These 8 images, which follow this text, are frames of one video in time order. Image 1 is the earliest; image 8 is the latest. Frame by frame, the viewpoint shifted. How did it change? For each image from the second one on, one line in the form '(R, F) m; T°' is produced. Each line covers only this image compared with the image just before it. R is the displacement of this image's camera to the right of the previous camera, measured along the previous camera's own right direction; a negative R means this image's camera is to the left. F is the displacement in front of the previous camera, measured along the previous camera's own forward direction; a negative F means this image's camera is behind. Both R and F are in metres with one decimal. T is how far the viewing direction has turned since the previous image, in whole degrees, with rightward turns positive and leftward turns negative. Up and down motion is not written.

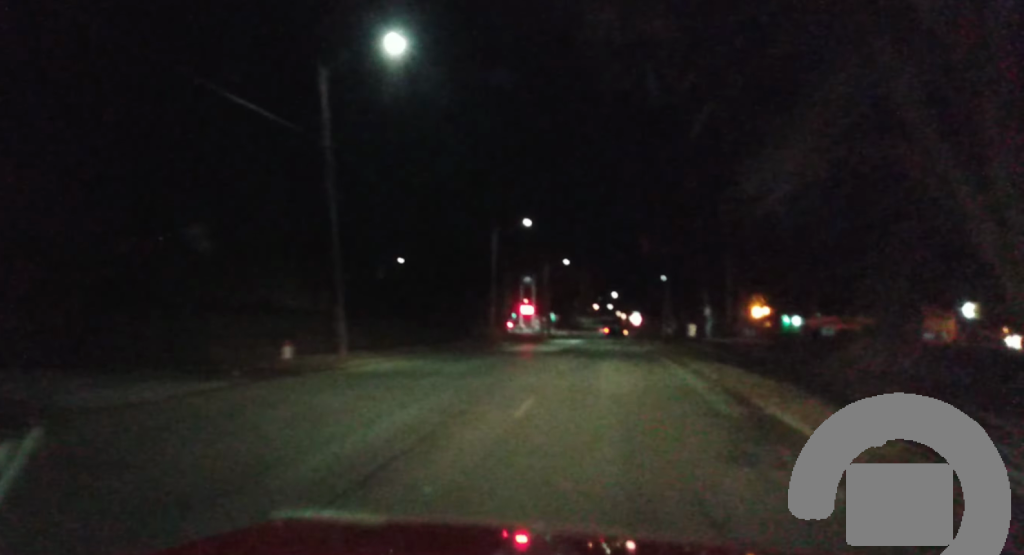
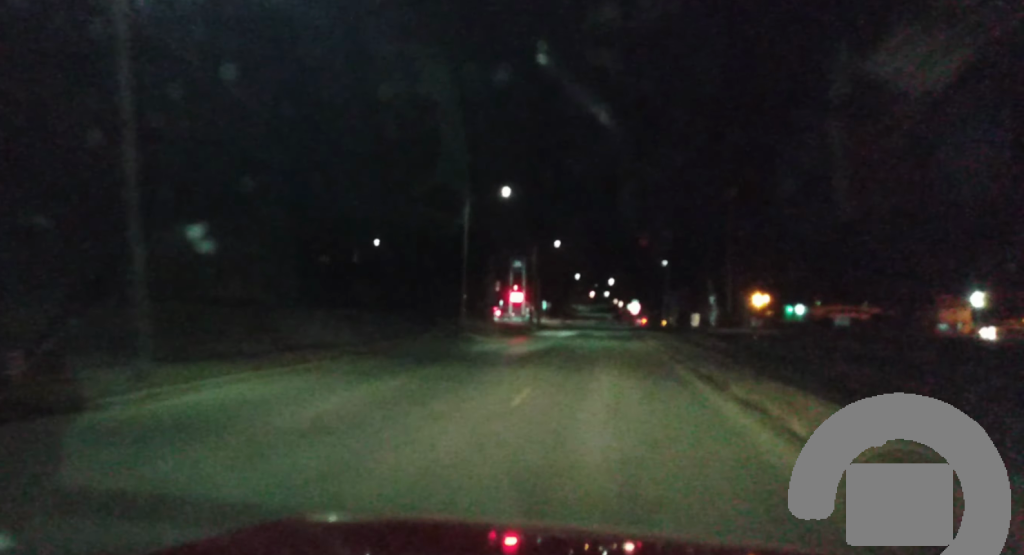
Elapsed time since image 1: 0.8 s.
(0.0, +11.2) m; +1°
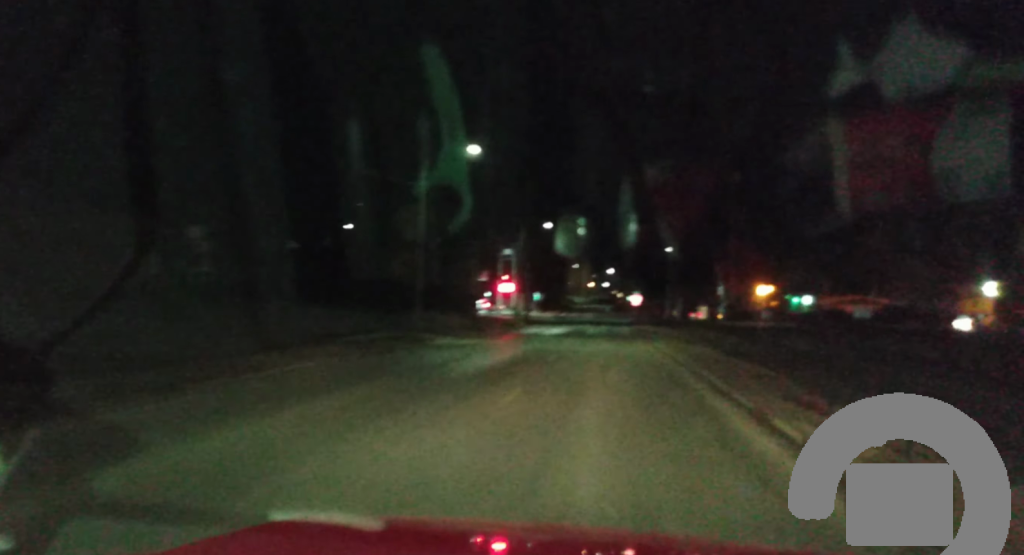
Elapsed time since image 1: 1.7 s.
(+0.2, +12.2) m; -1°
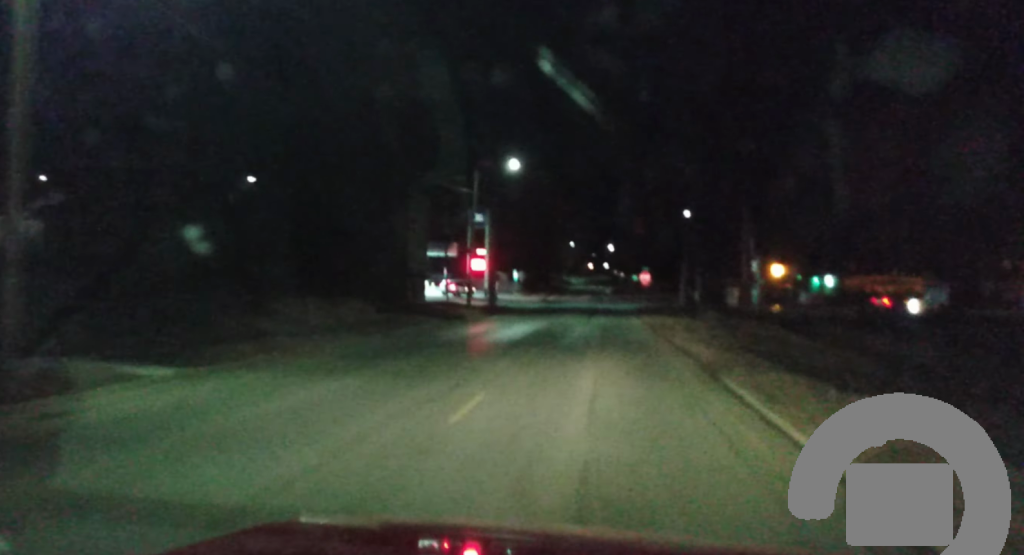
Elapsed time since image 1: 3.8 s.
(-1.6, +27.2) m; -3°
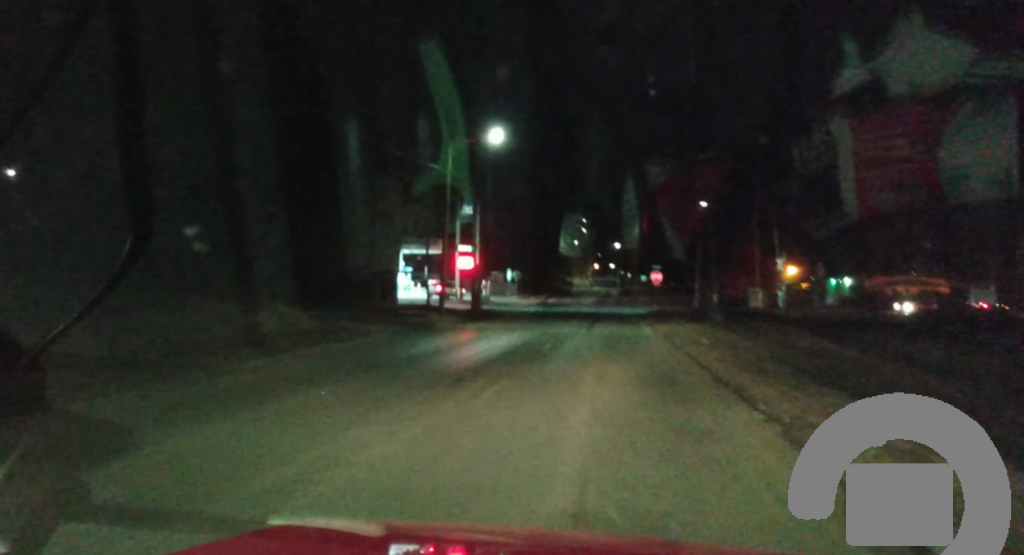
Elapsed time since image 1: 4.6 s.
(+0.2, +8.9) m; +1°
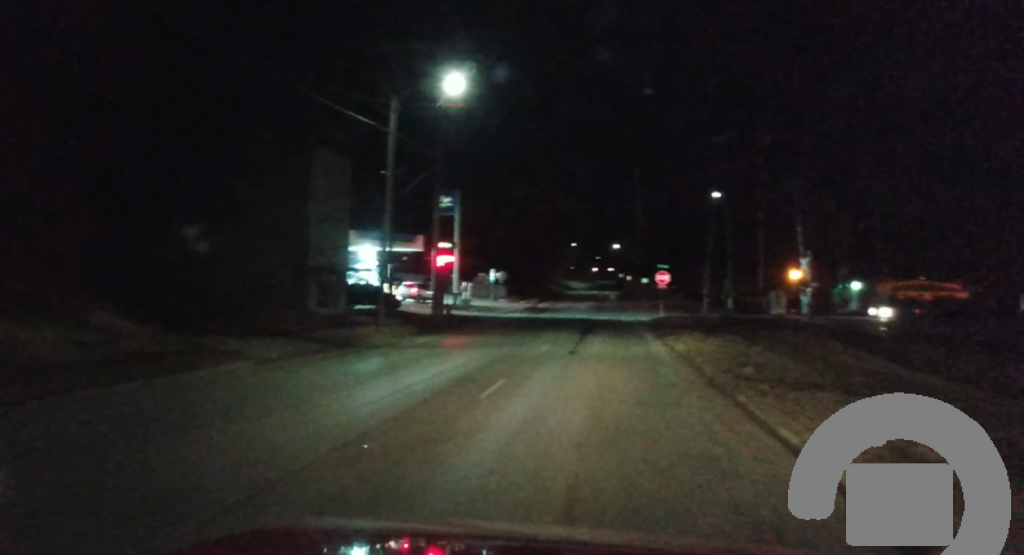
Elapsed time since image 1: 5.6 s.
(0.0, +11.0) m; +1°
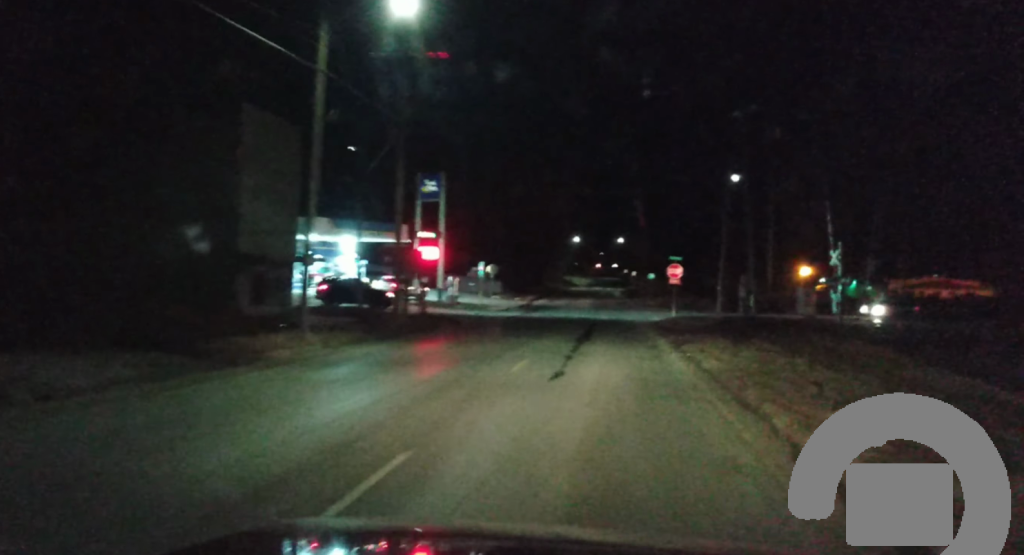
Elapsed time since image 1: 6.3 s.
(+0.1, +7.6) m; 0°
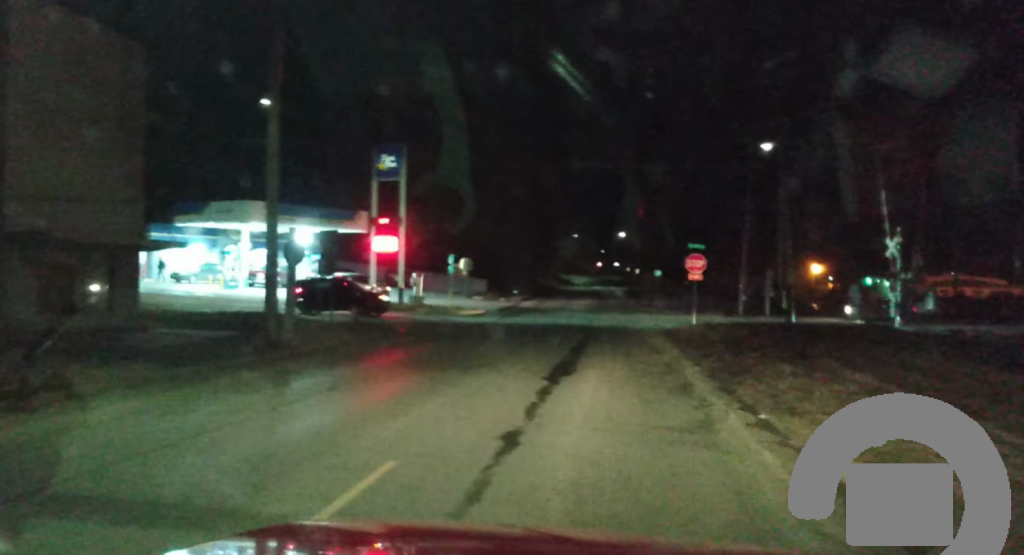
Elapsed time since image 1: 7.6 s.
(-0.3, +12.6) m; -2°
